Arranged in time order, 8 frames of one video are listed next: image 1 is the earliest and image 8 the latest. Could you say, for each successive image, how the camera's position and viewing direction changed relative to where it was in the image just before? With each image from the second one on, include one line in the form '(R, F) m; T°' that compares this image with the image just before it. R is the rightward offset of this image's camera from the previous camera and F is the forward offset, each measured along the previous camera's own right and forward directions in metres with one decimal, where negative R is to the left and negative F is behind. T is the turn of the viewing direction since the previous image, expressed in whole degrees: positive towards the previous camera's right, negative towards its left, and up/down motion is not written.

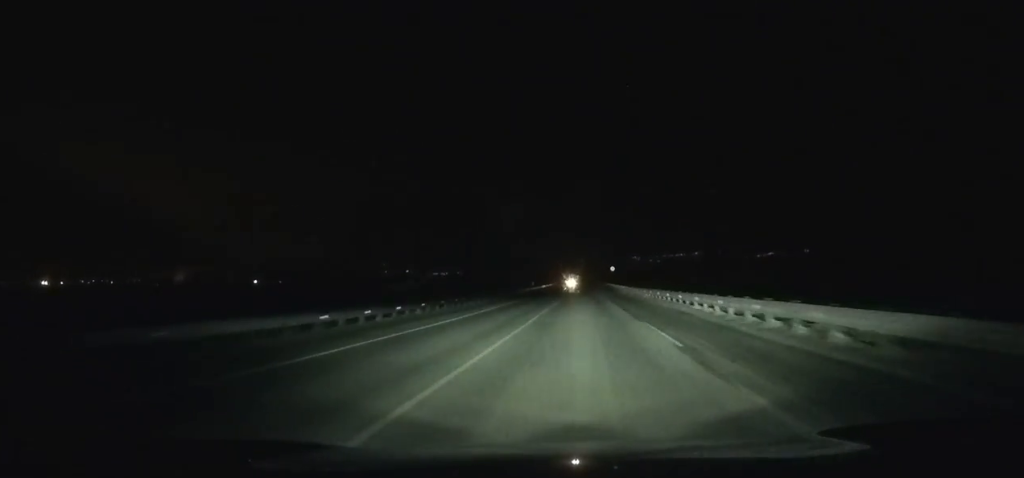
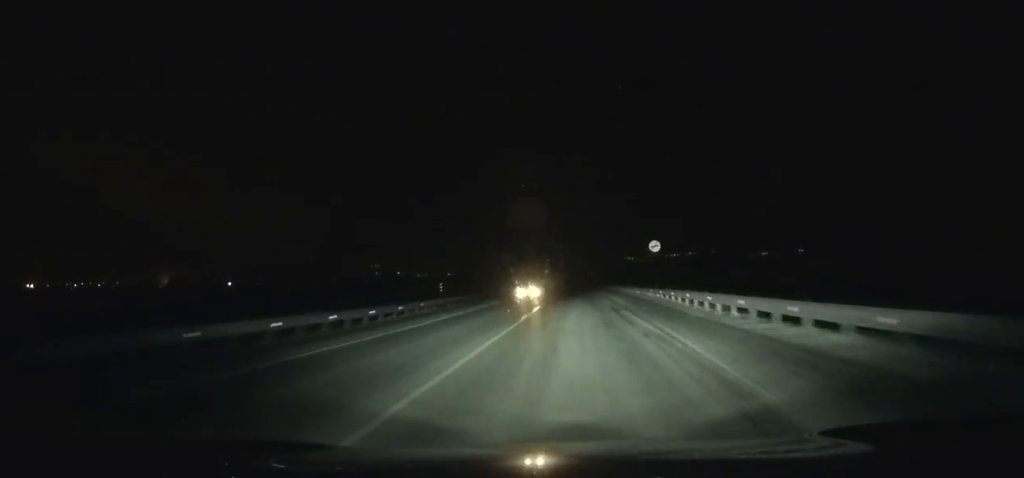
(+0.1, +64.2) m; 0°
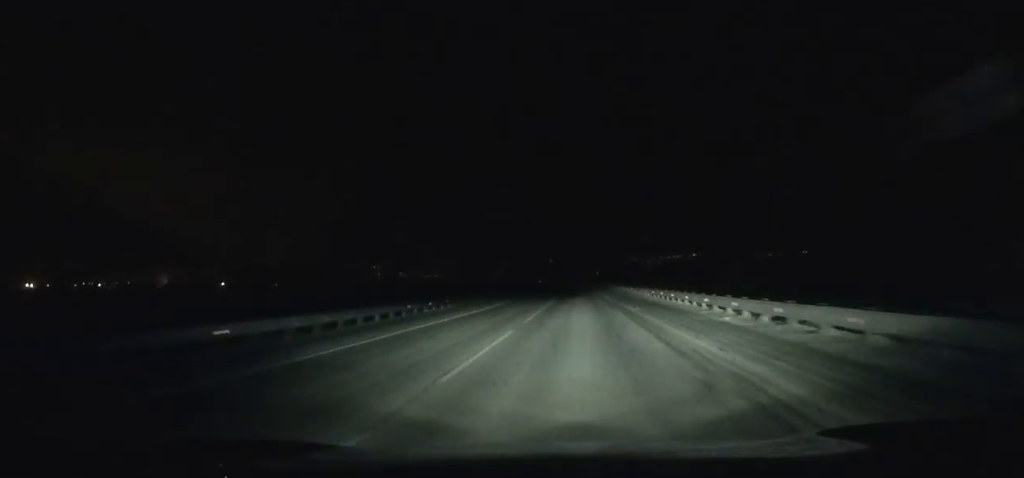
(-0.1, +32.1) m; 0°
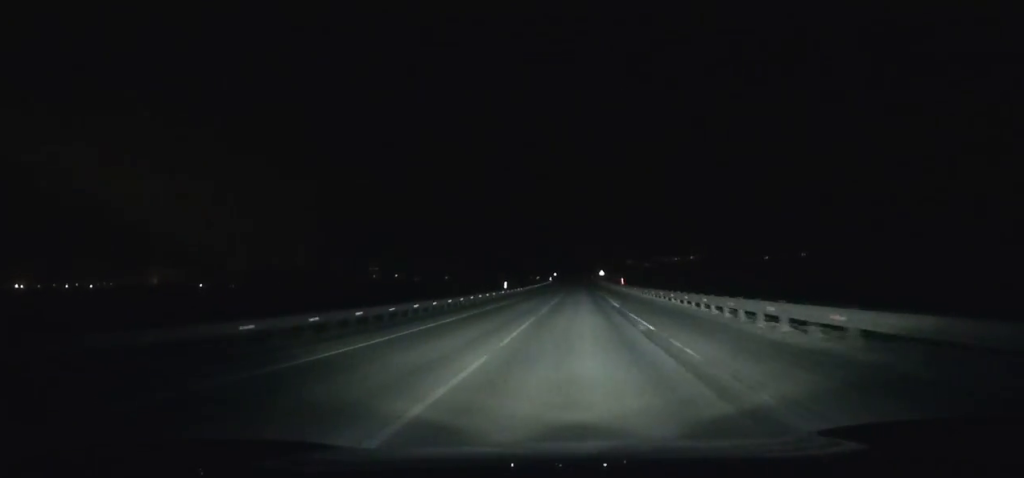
(+0.4, +57.6) m; 0°
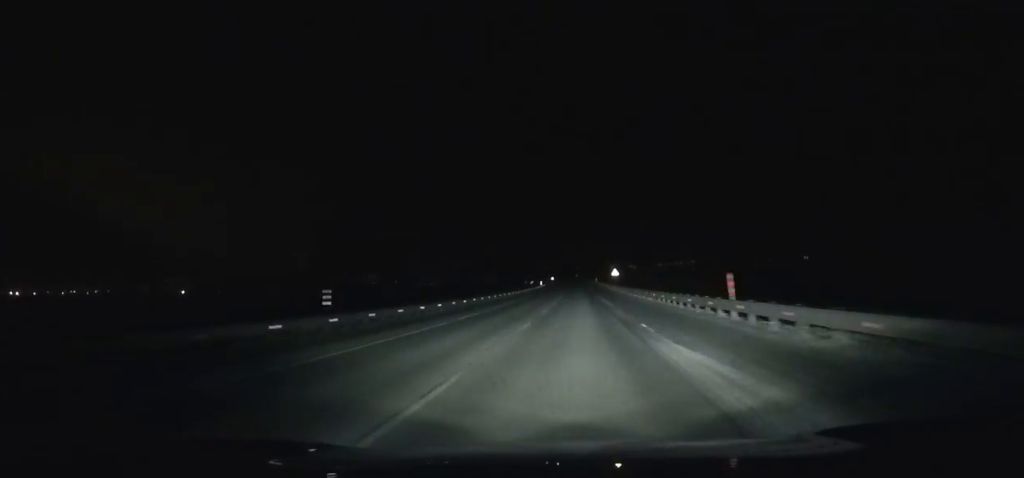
(0.0, +50.6) m; 0°
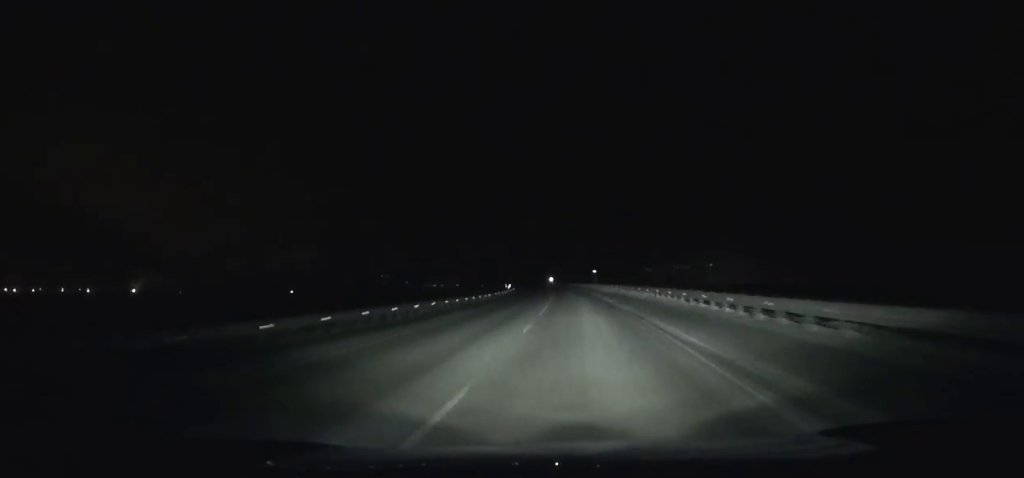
(-2.6, +145.0) m; -3°
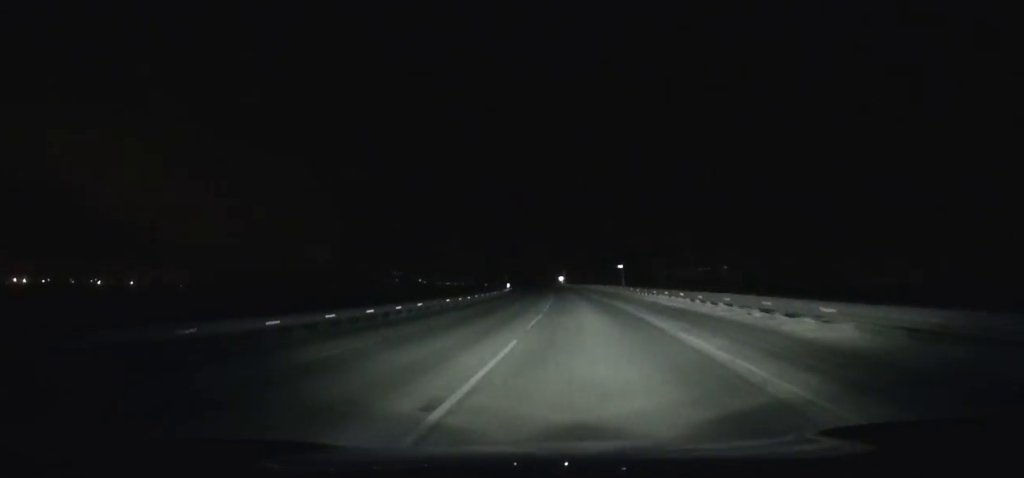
(0.0, +32.2) m; -1°
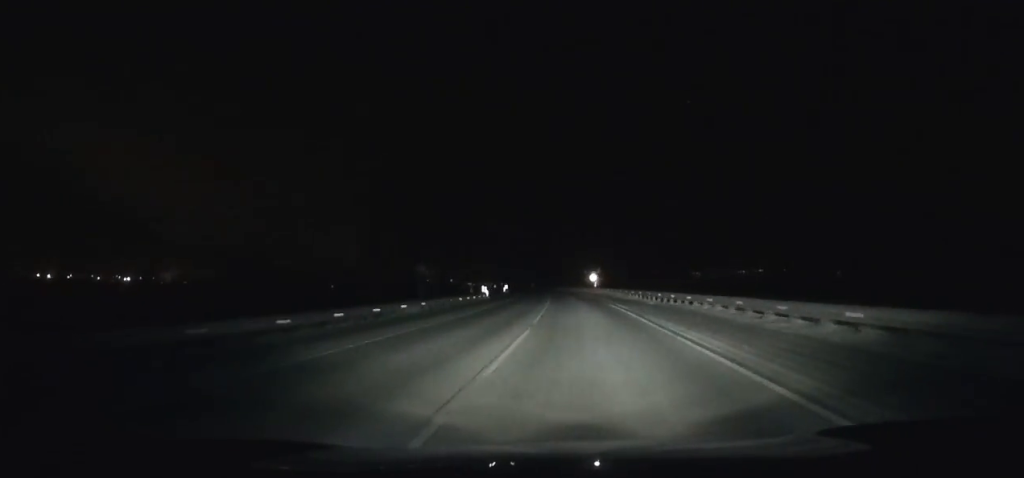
(-1.6, +69.5) m; -3°
